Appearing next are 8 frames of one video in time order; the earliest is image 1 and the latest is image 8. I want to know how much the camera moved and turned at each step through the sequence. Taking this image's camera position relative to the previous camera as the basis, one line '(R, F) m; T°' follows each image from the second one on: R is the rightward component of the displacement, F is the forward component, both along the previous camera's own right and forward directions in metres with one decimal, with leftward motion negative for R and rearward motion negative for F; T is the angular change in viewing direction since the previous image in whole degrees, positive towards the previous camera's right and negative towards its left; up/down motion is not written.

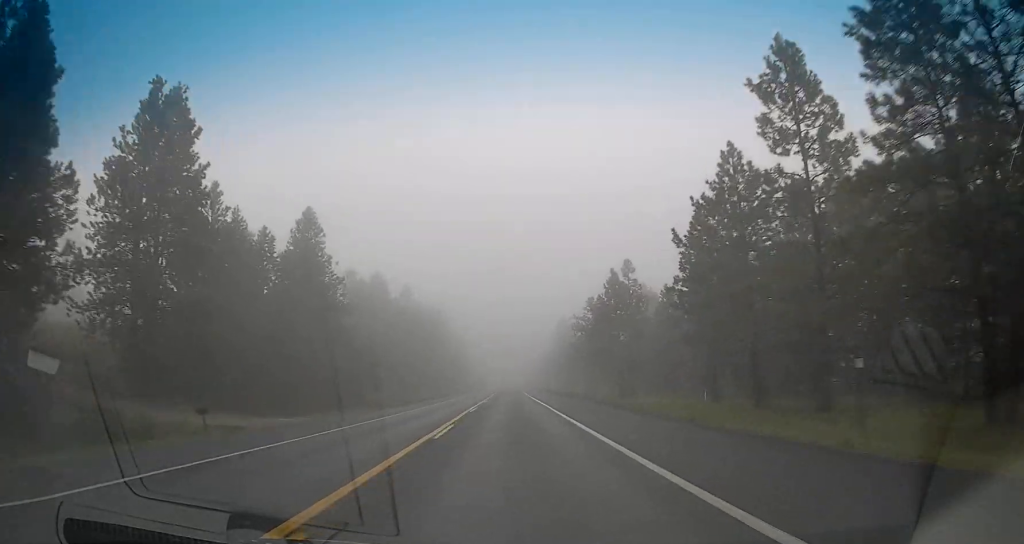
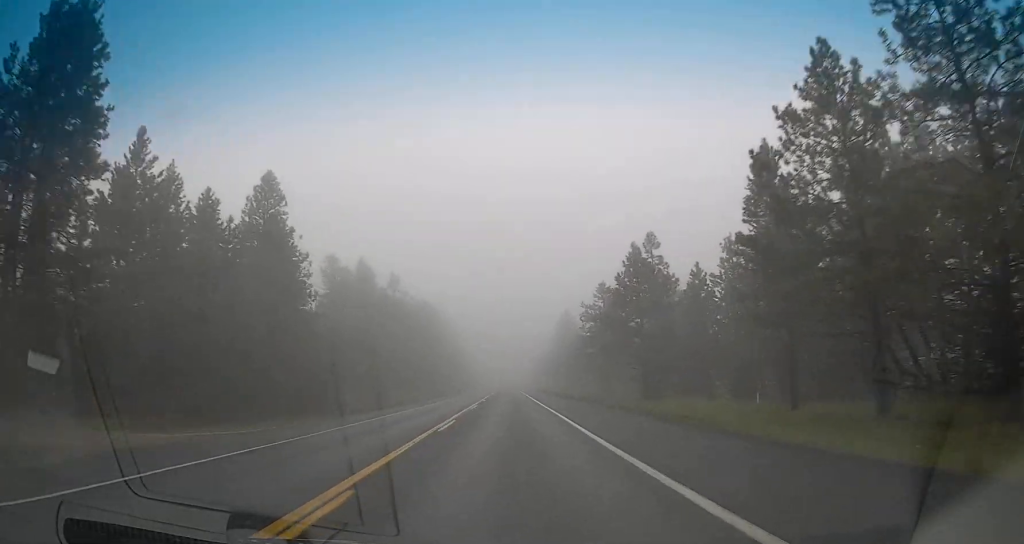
(+0.2, +12.4) m; 0°
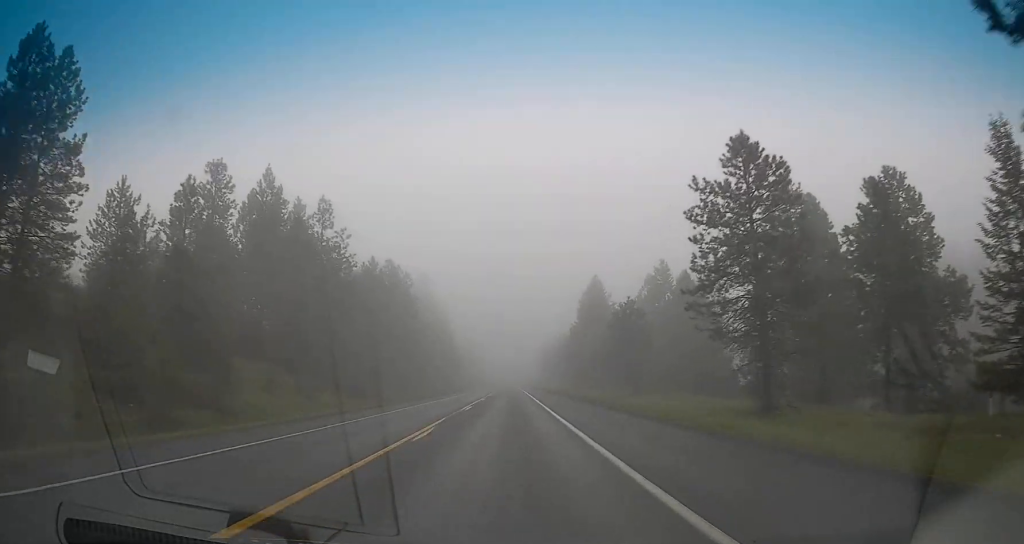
(-0.1, +48.0) m; 0°
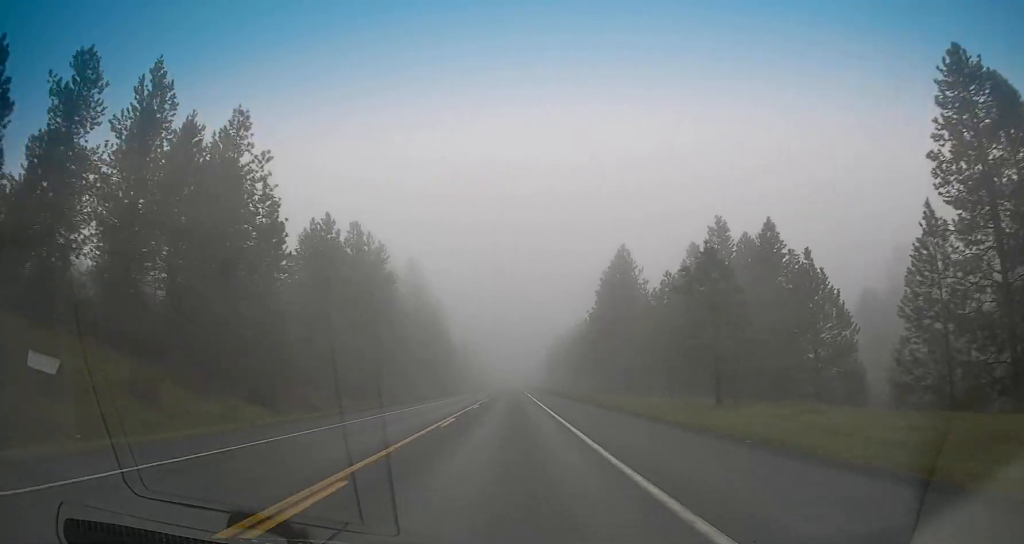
(+0.2, +25.9) m; 0°
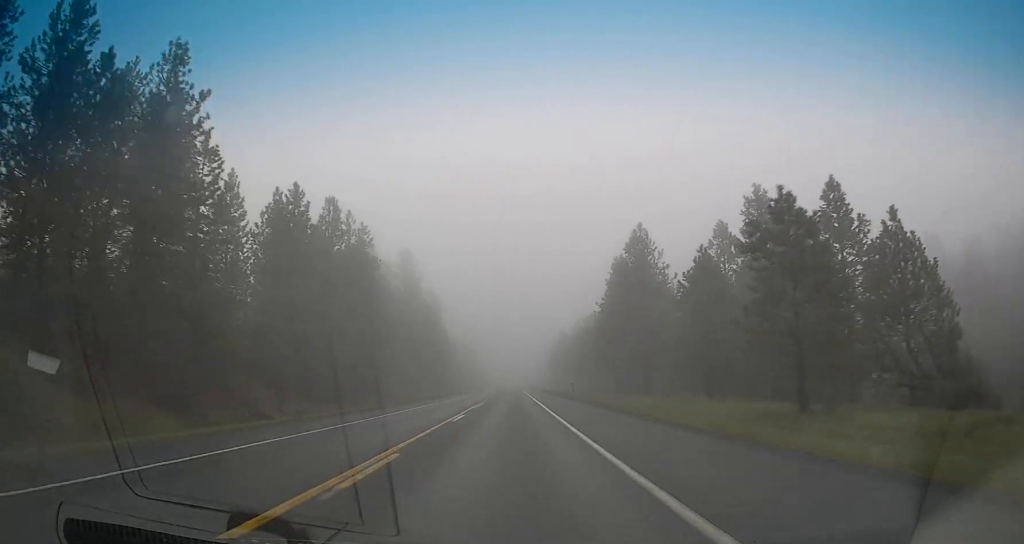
(0.0, +11.6) m; 0°
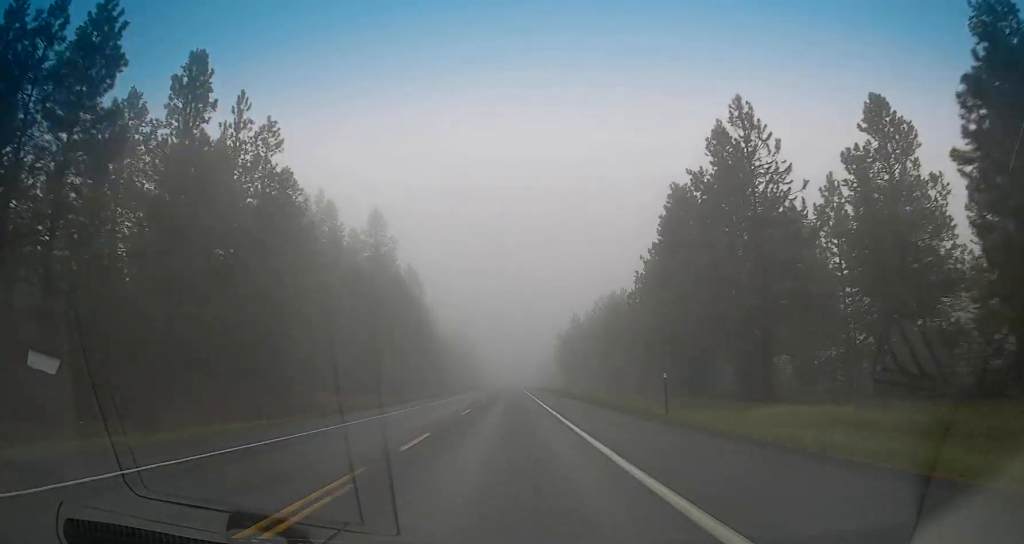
(-0.2, +34.8) m; -1°
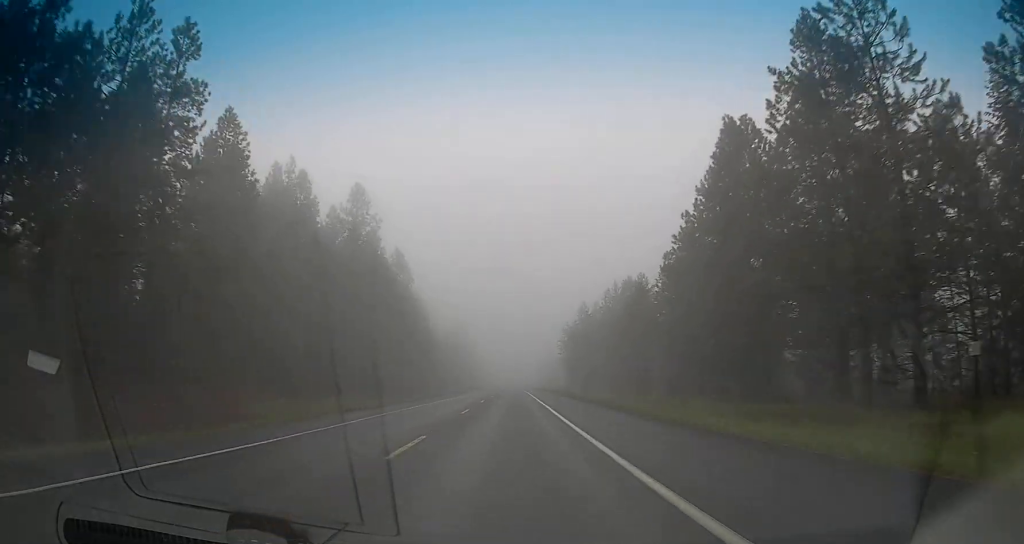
(+0.1, +16.1) m; 0°
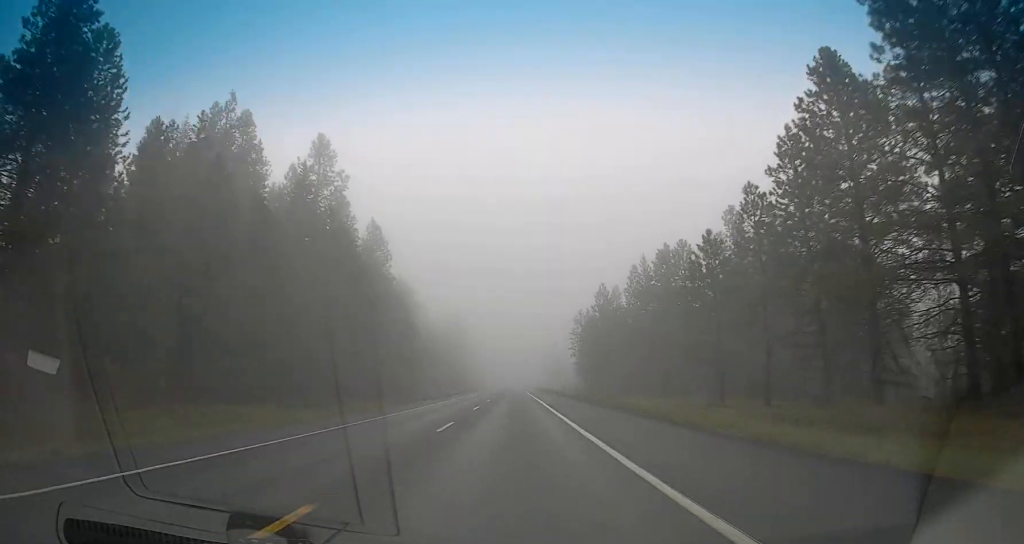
(-0.2, +24.1) m; 0°
